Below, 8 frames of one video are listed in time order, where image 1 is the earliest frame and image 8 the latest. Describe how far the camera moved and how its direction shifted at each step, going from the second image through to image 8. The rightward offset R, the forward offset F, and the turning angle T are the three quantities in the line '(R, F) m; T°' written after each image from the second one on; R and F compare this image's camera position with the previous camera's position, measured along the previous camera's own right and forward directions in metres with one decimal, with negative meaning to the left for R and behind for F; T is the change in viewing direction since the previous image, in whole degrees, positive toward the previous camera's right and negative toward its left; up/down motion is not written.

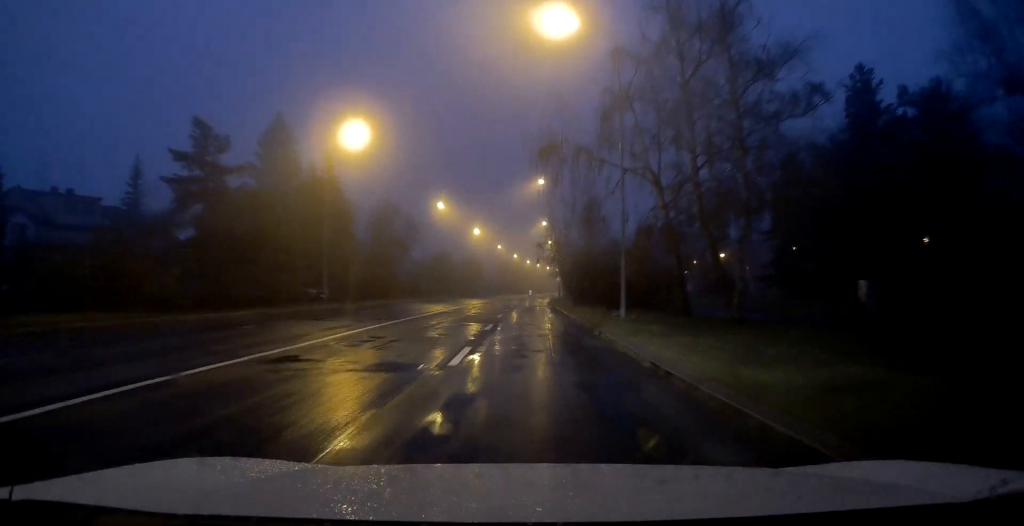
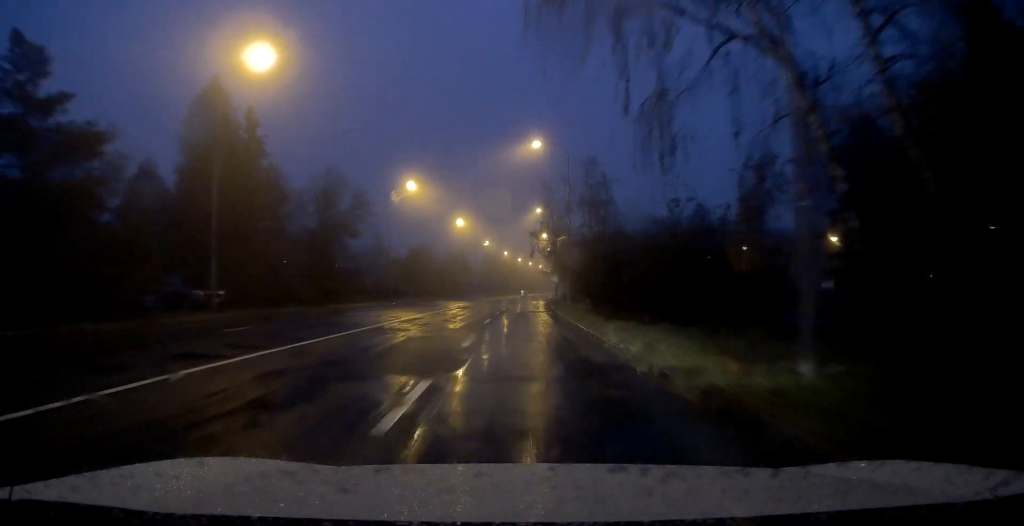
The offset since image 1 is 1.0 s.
(+0.1, +13.0) m; +1°
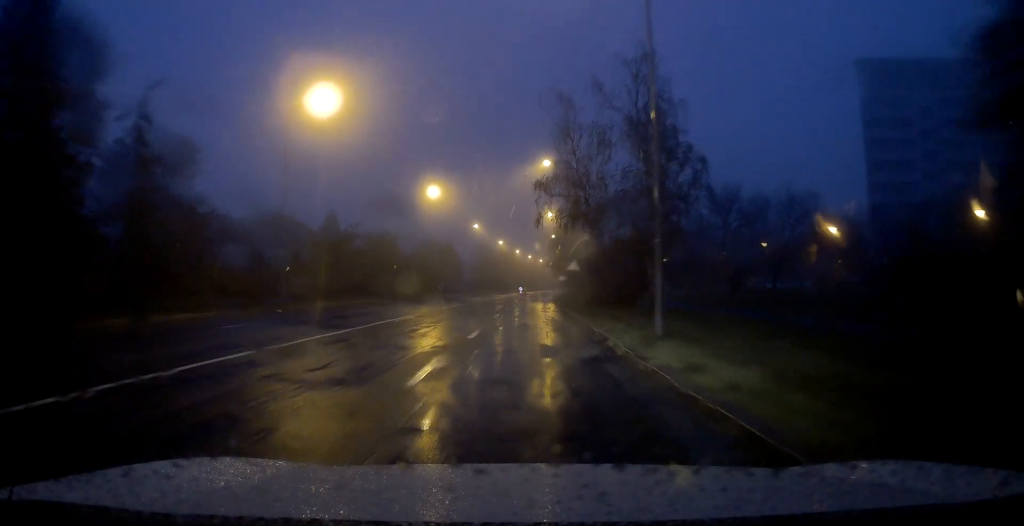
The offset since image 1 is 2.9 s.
(+0.1, +24.6) m; +1°
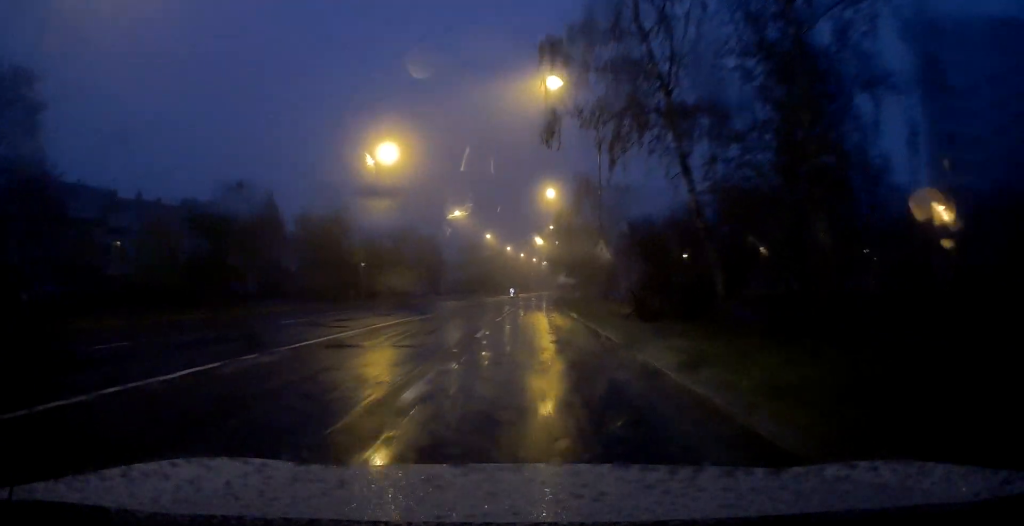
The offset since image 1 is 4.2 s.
(+0.1, +17.9) m; +1°
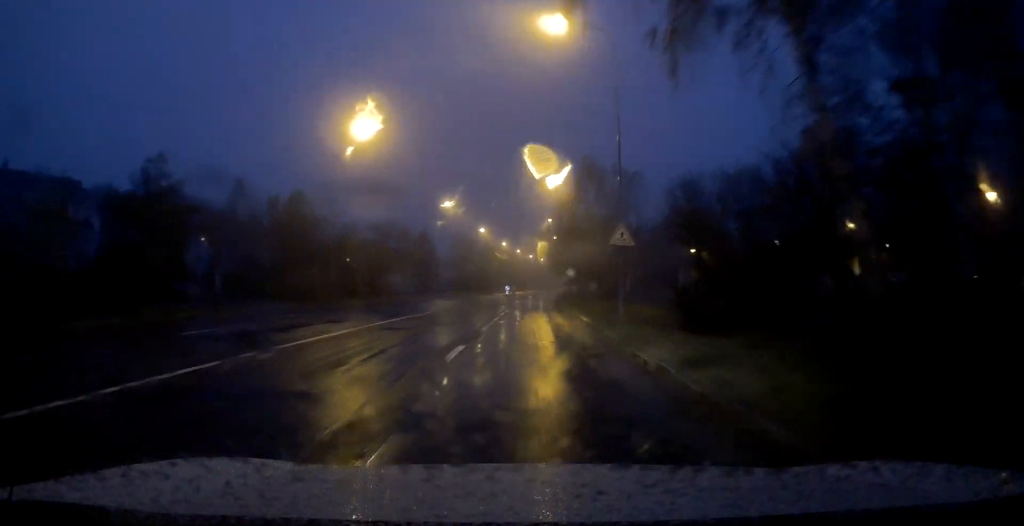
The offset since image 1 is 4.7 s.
(0.0, +6.1) m; 0°
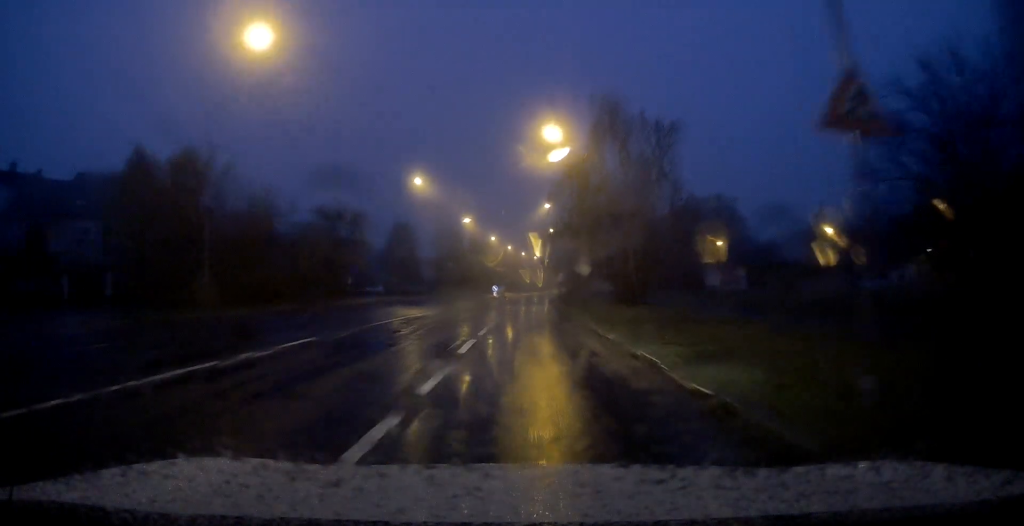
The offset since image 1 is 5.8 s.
(+0.1, +14.7) m; +1°
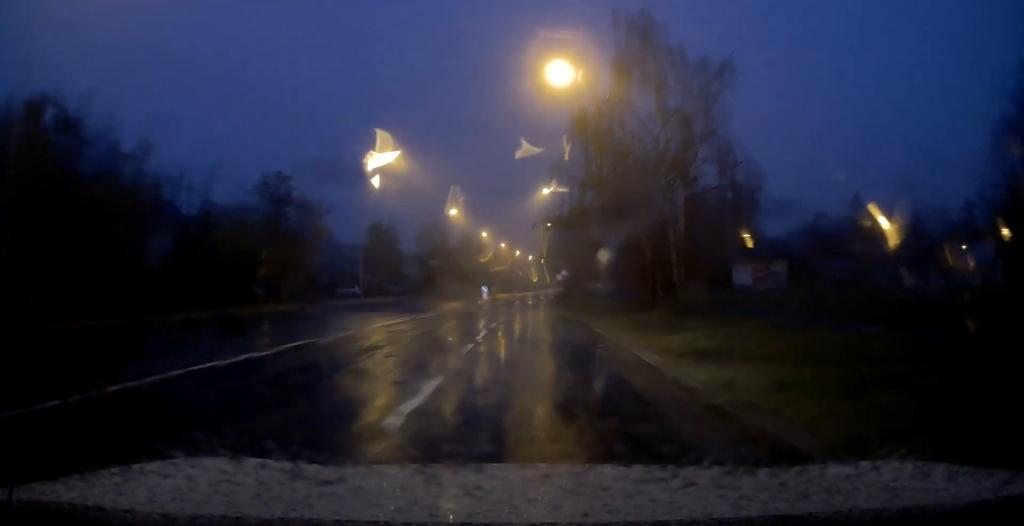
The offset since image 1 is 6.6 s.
(0.0, +10.4) m; +1°
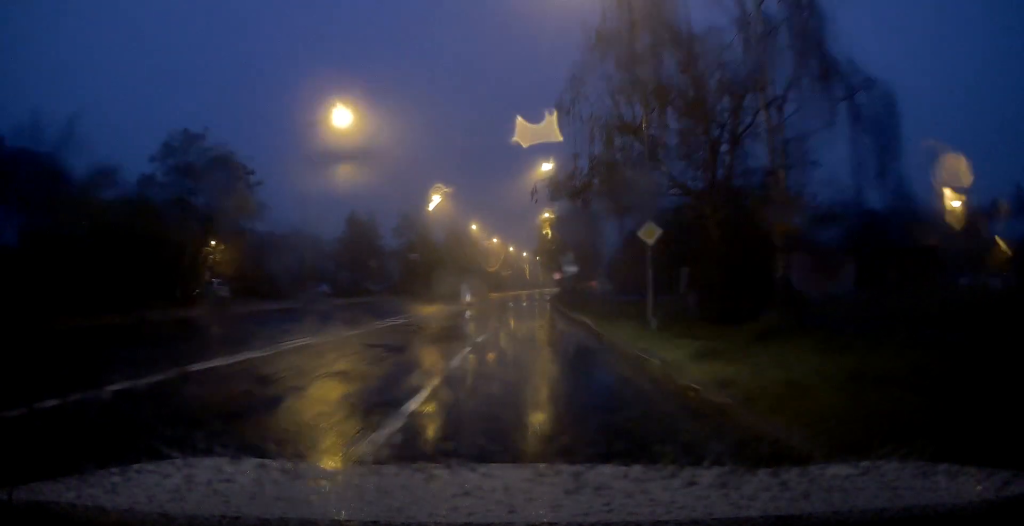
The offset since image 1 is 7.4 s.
(+0.1, +10.4) m; +1°
